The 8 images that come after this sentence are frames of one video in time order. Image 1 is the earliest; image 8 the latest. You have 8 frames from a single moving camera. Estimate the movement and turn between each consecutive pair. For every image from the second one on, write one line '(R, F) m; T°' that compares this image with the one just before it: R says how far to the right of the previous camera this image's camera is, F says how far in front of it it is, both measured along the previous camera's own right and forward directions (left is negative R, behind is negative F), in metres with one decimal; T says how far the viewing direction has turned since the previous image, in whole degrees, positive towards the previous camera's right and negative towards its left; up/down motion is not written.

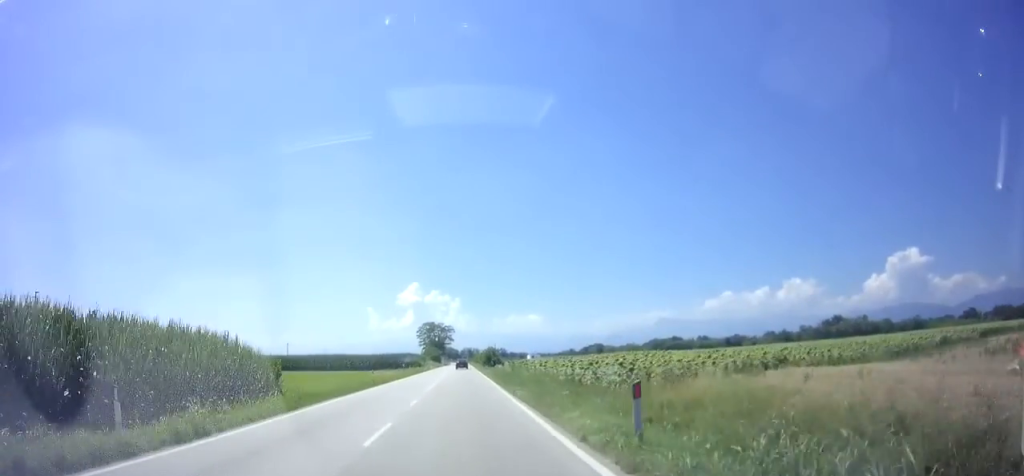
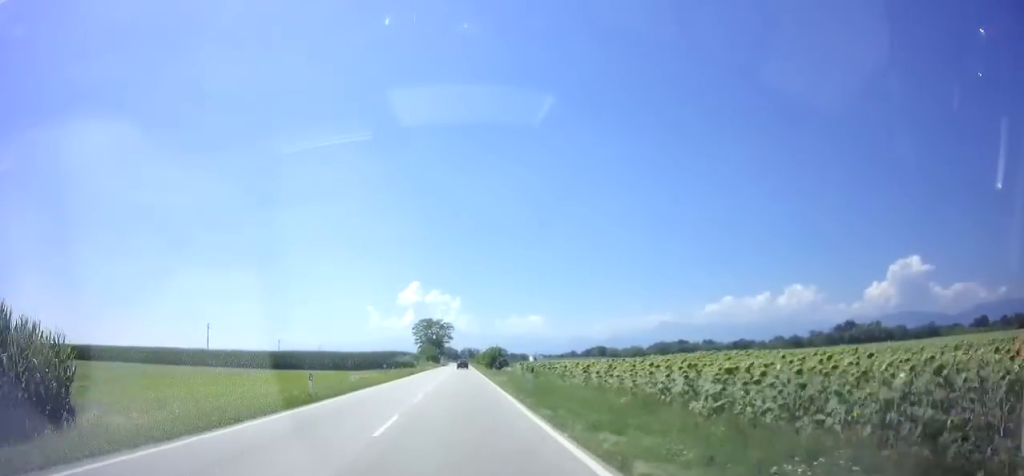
(0.0, +13.8) m; 0°
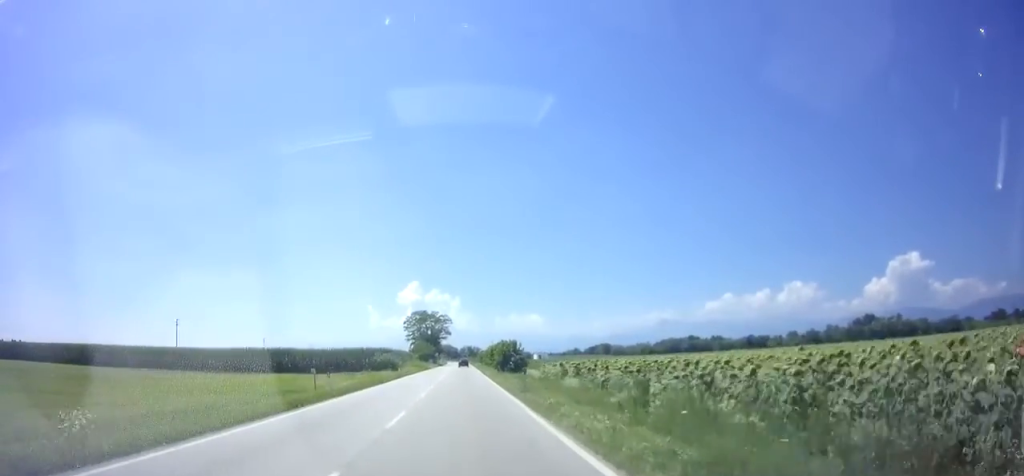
(-0.3, +21.0) m; -1°
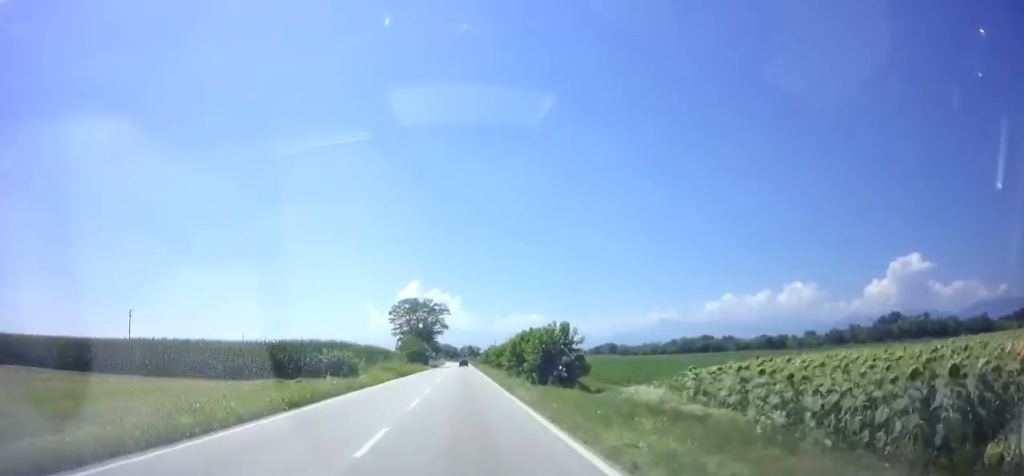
(+0.1, +25.5) m; +1°
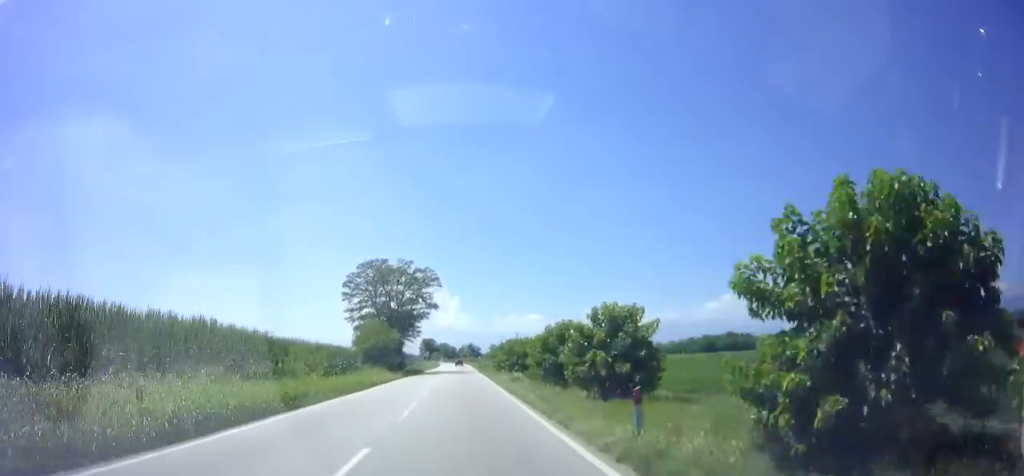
(+0.4, +39.9) m; 0°
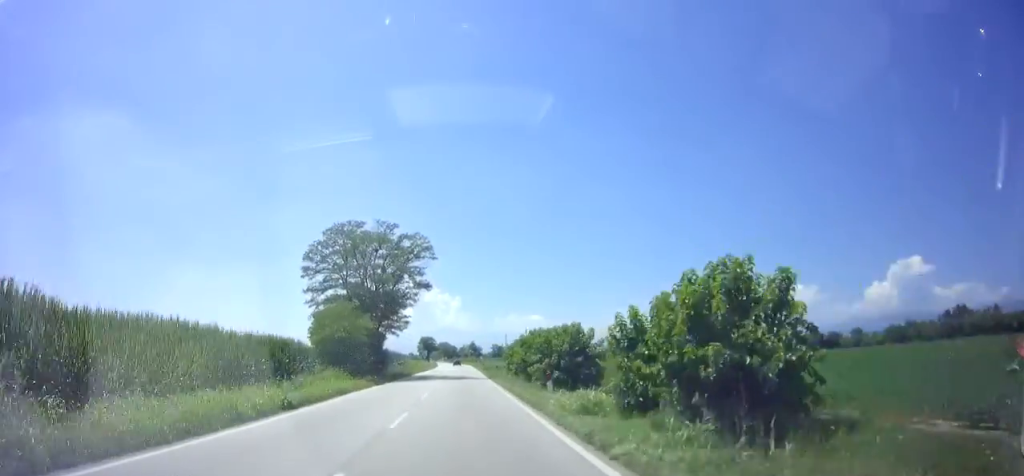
(-0.3, +16.6) m; 0°
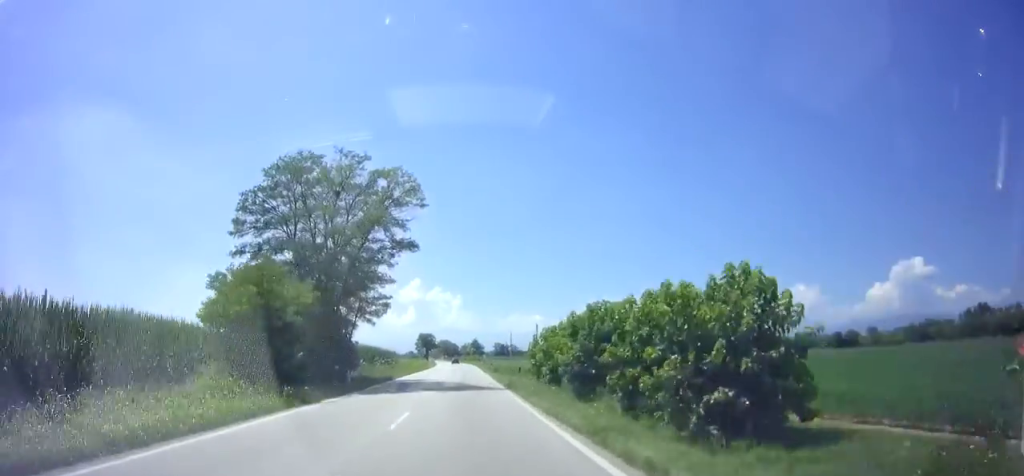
(-0.2, +15.1) m; 0°
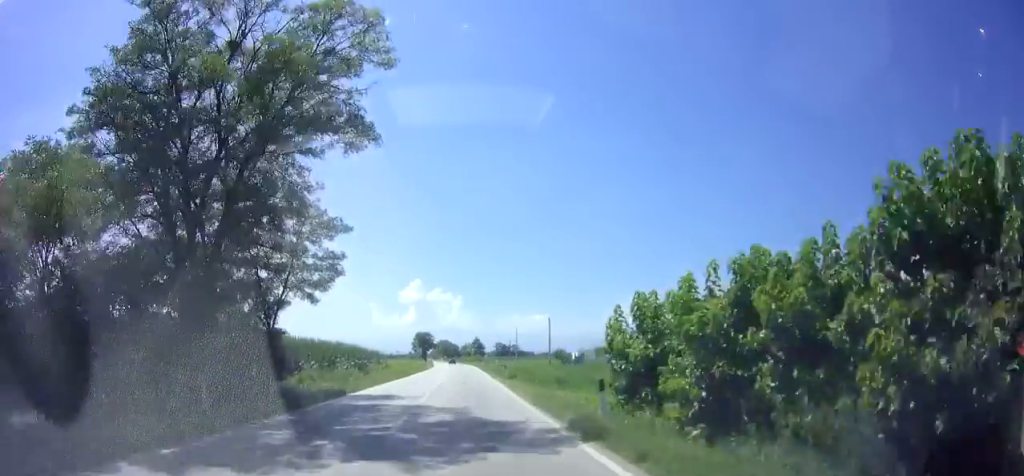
(+0.3, +16.1) m; +1°
